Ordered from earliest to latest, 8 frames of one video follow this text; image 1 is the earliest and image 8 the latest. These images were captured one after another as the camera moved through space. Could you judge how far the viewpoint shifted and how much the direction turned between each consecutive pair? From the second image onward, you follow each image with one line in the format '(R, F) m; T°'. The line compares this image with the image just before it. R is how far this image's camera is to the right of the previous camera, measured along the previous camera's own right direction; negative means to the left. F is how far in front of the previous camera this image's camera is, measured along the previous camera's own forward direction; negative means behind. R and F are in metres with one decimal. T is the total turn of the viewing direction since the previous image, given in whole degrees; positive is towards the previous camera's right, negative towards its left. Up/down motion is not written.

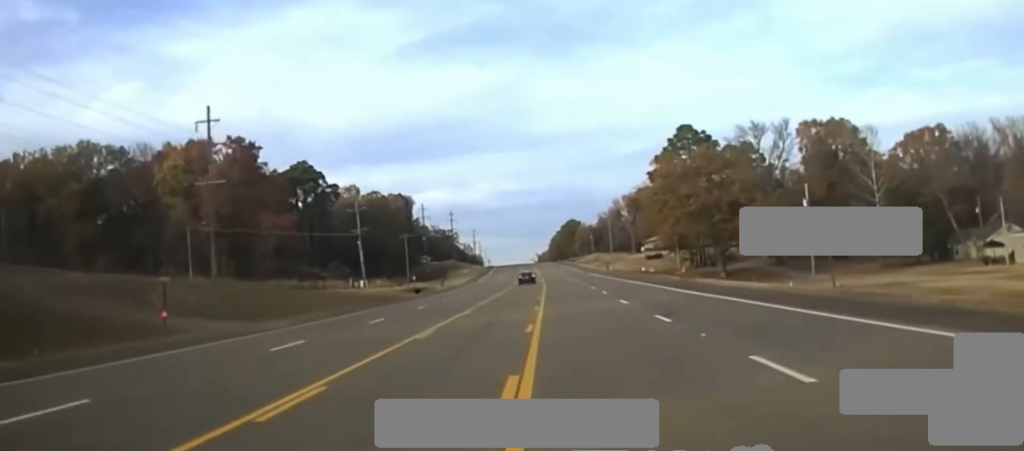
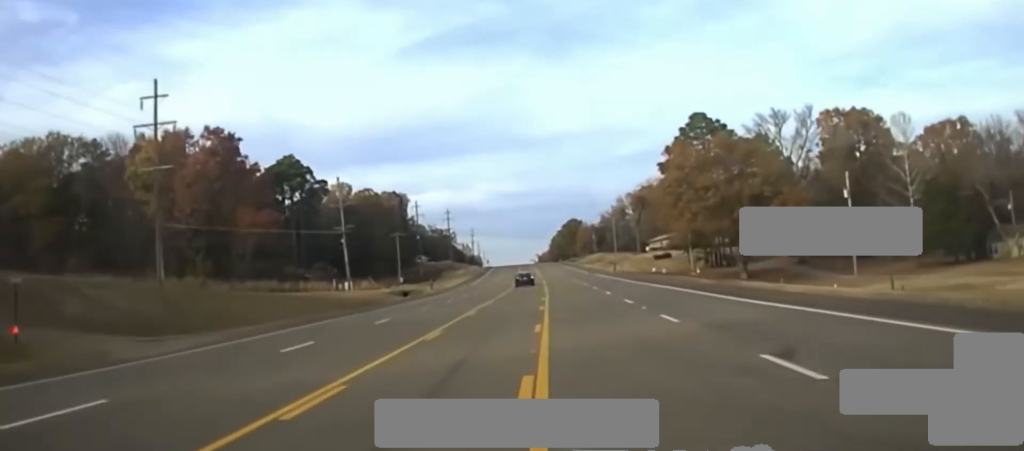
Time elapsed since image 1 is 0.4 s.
(0.0, +12.2) m; 0°
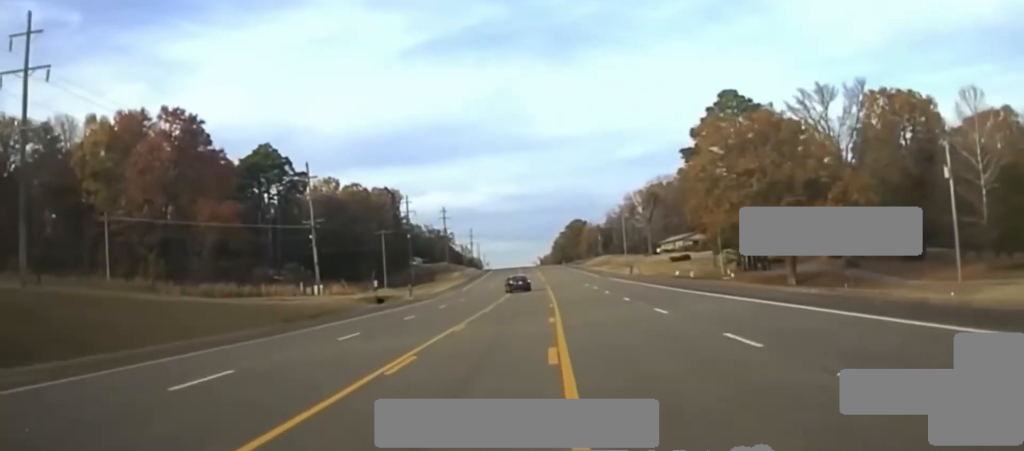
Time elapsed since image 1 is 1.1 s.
(0.0, +17.8) m; 0°
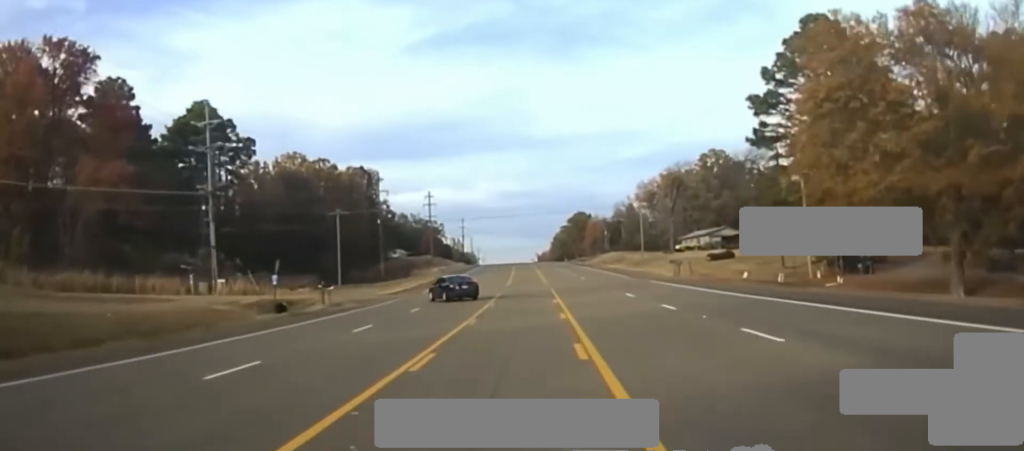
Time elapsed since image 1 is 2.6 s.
(+0.1, +33.6) m; 0°
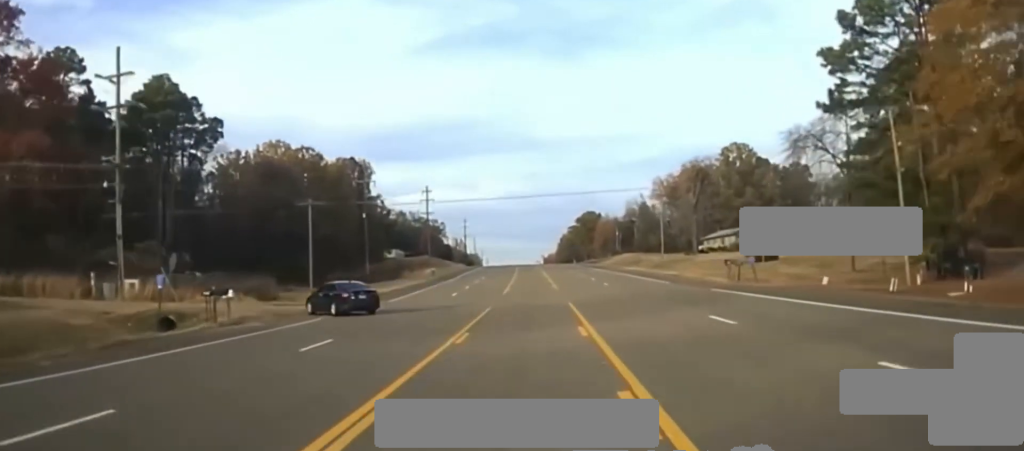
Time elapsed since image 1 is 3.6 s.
(-0.3, +17.7) m; -1°
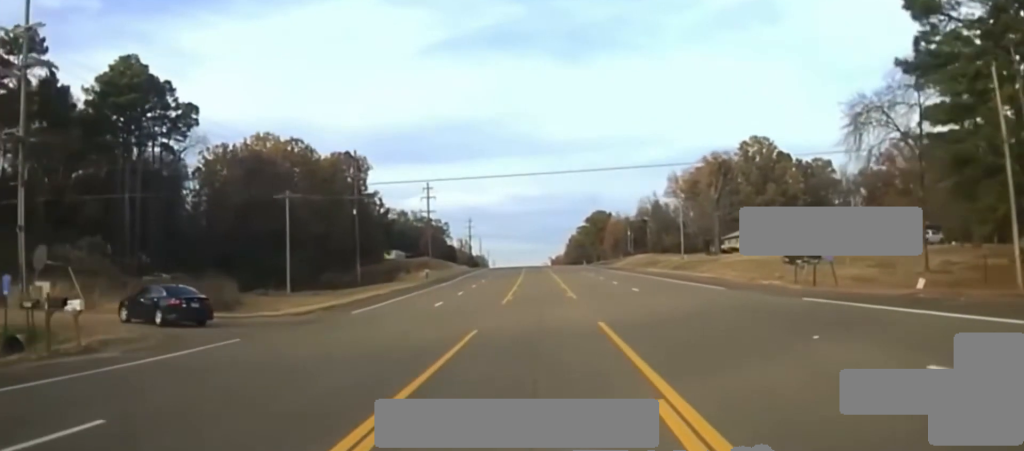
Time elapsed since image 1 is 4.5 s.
(-0.1, +12.2) m; -2°
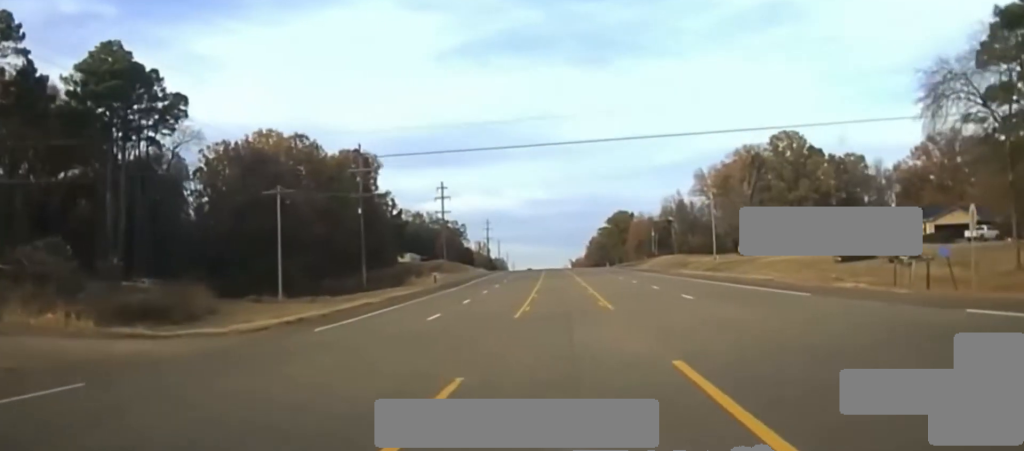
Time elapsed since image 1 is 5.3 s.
(-0.1, +9.1) m; -6°
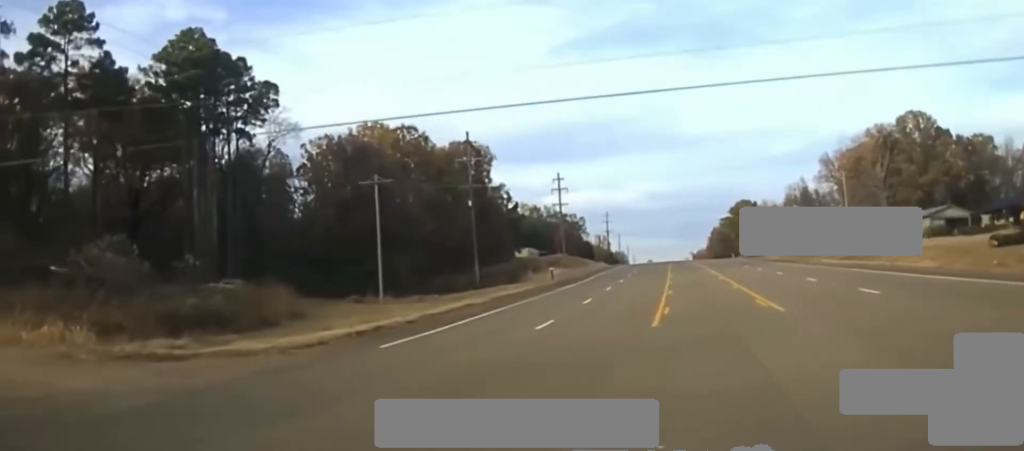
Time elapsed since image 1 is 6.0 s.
(-0.2, +7.0) m; -12°
